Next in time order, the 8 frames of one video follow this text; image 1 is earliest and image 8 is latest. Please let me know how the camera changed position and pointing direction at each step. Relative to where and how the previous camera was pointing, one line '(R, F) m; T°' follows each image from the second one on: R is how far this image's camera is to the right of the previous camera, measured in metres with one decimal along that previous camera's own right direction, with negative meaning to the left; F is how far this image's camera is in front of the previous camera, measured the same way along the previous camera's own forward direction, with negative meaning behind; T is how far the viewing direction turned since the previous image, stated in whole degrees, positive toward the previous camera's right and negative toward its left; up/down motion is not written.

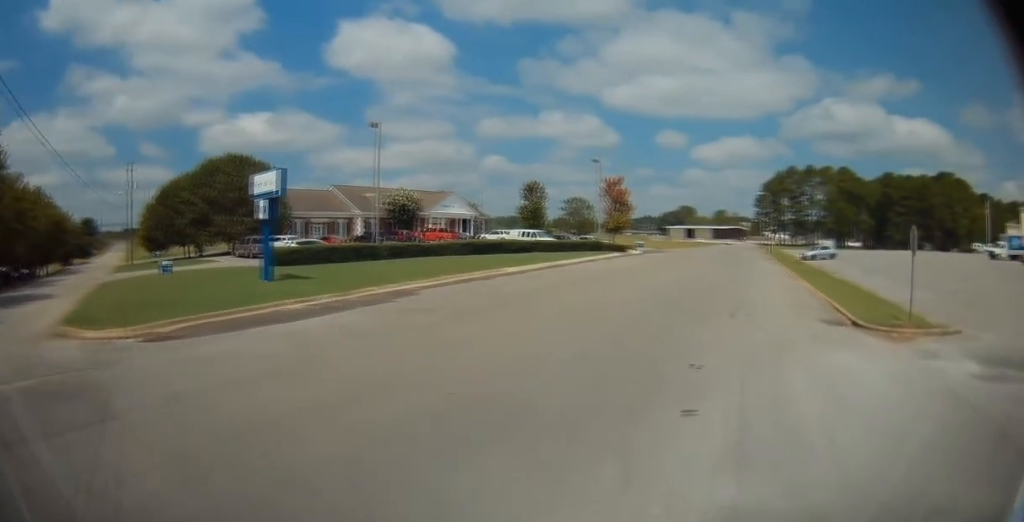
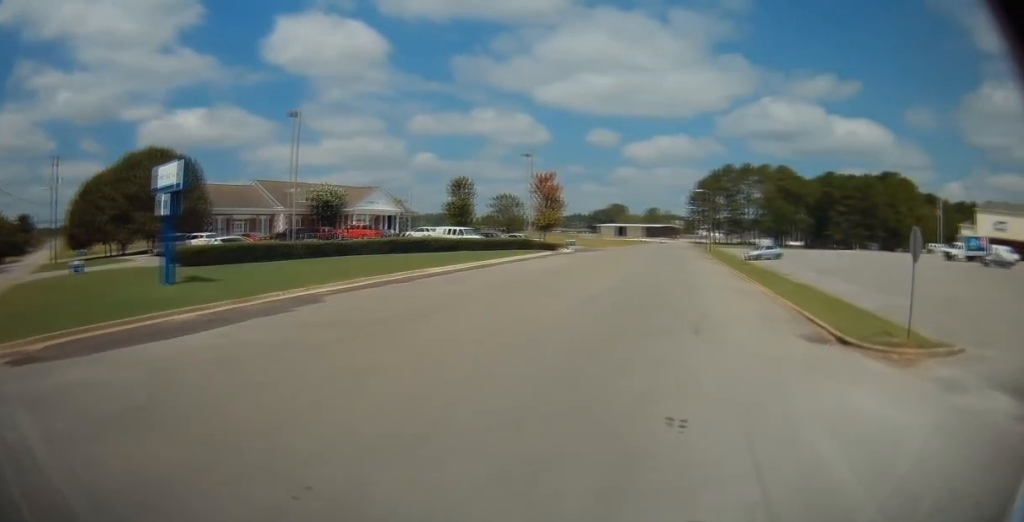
(+0.2, +3.2) m; +4°
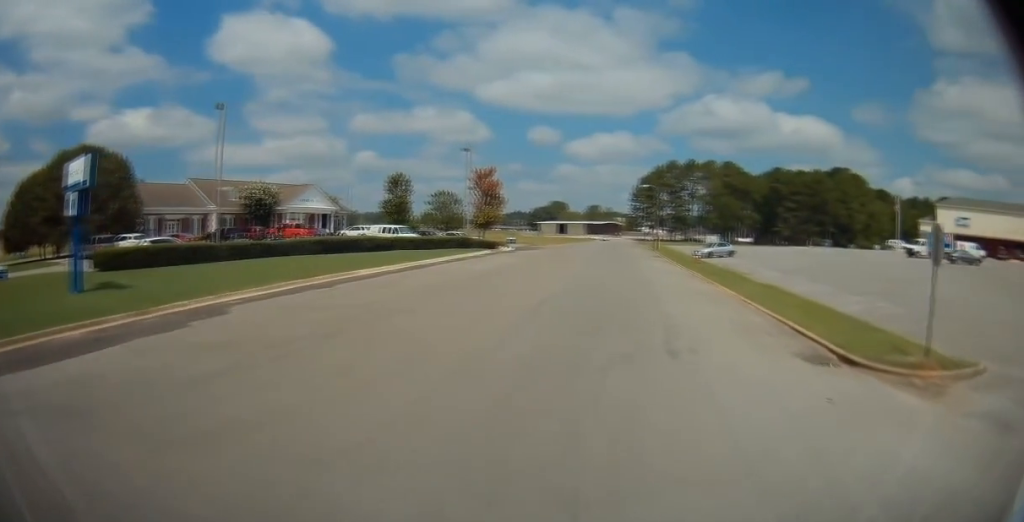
(+0.1, +3.0) m; +4°
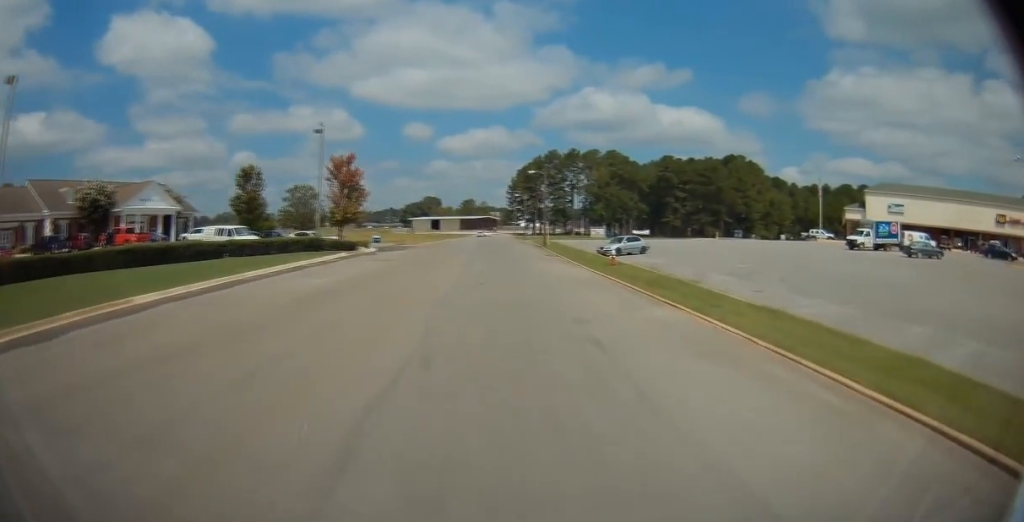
(+1.1, +11.9) m; +7°
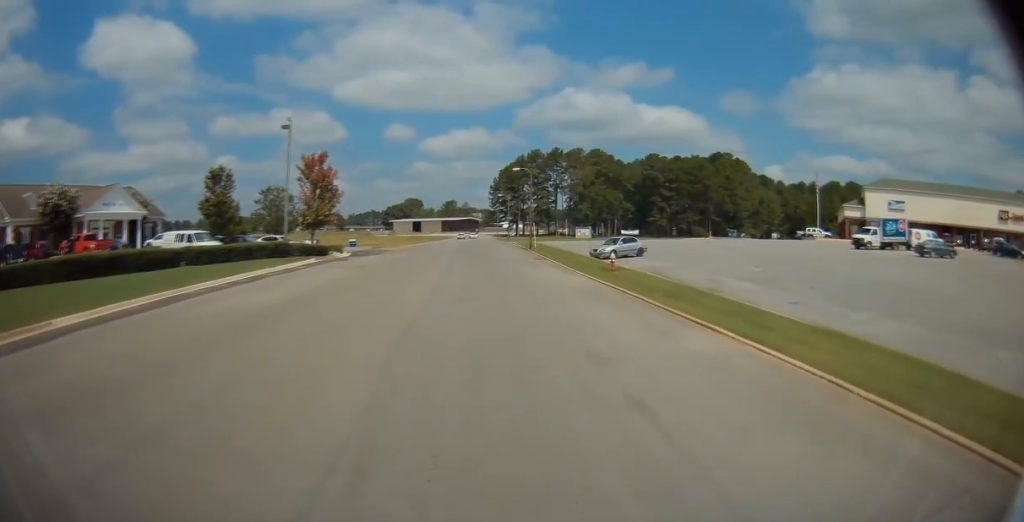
(0.0, +4.3) m; +1°
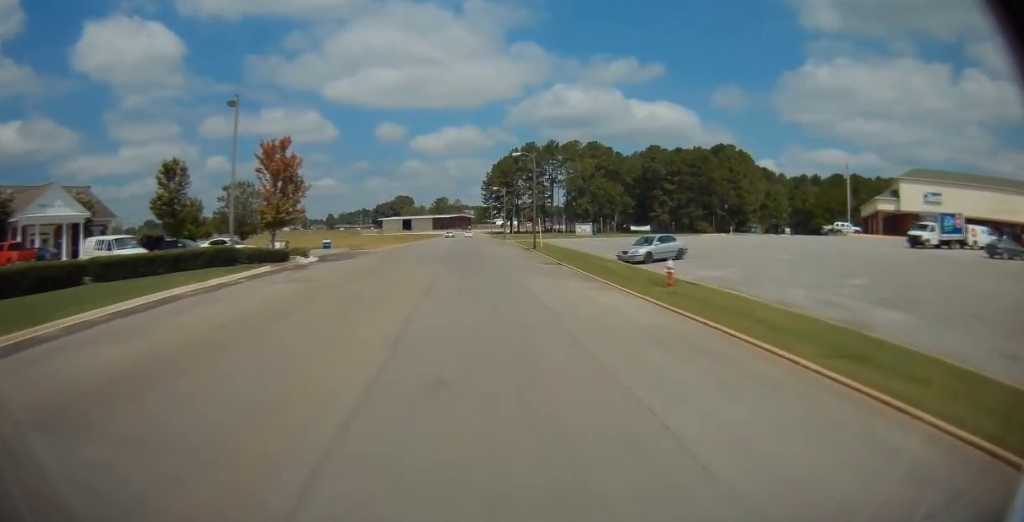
(+0.2, +10.2) m; +3°
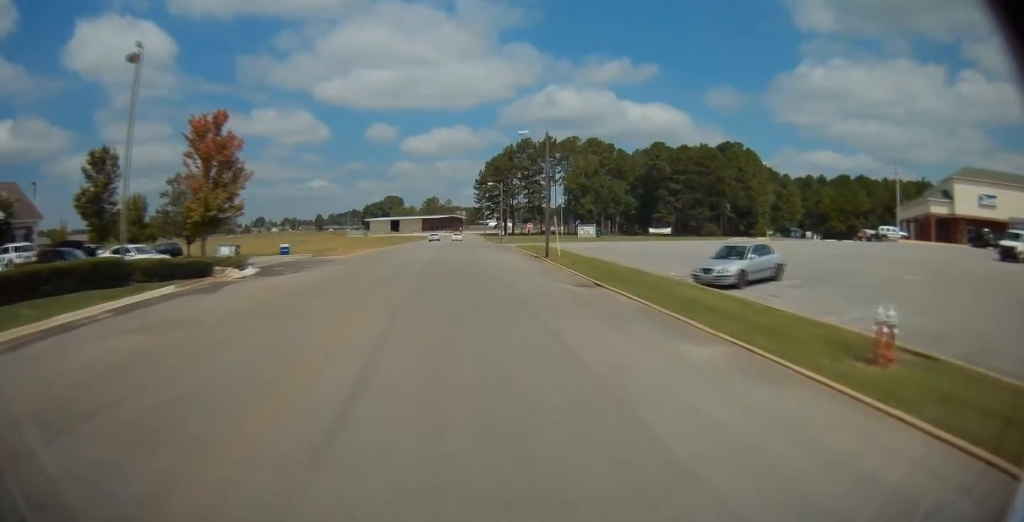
(+0.3, +12.1) m; +2°
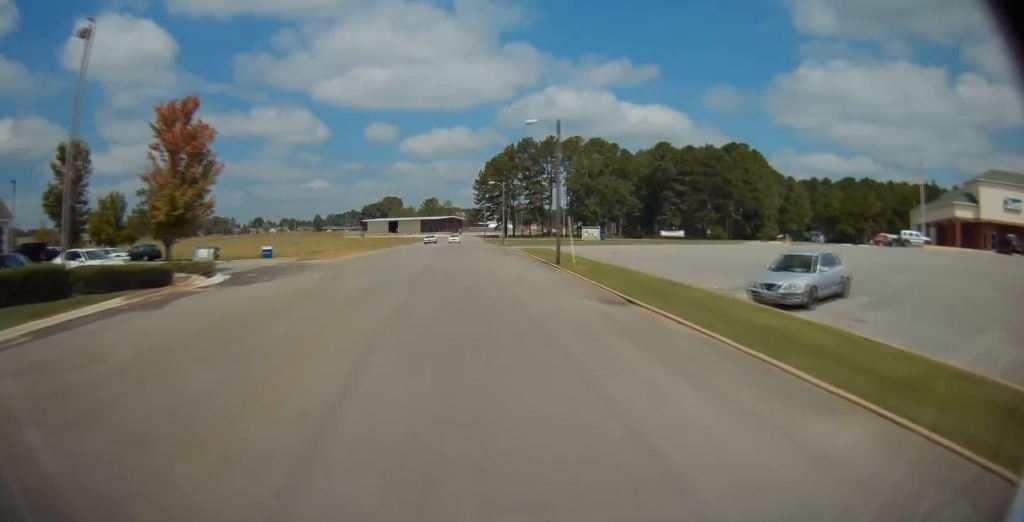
(0.0, +4.5) m; 0°
